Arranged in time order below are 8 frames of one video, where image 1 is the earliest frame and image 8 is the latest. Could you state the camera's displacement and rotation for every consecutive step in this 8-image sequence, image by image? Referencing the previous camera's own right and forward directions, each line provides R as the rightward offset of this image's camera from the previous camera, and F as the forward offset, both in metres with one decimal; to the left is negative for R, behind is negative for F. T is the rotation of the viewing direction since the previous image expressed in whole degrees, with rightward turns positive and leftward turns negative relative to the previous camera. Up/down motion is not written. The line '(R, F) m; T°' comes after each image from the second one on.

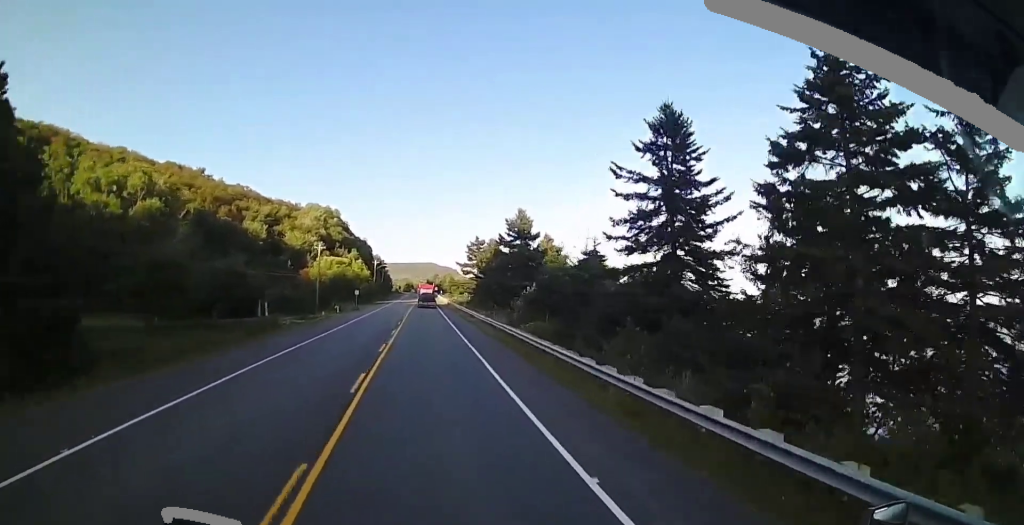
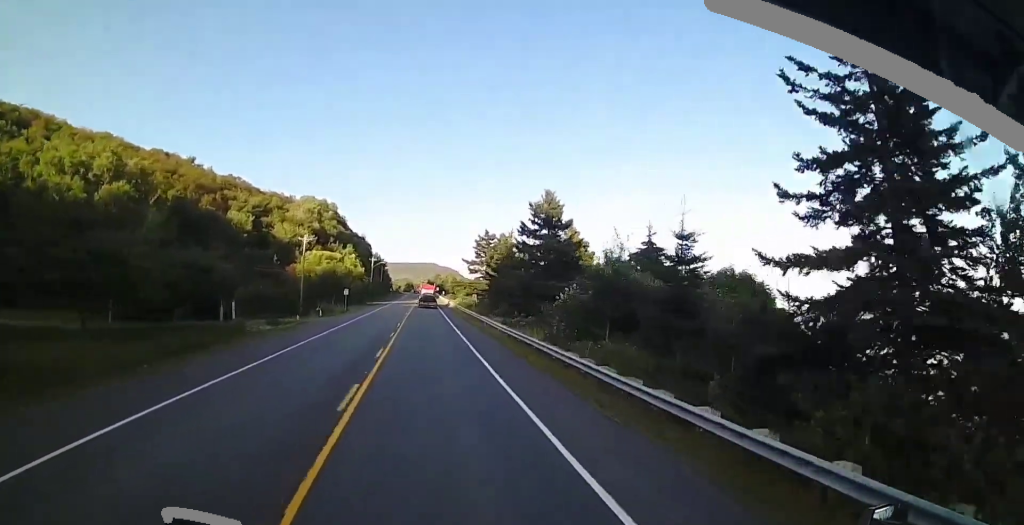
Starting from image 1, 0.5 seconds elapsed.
(0.0, +11.0) m; 0°
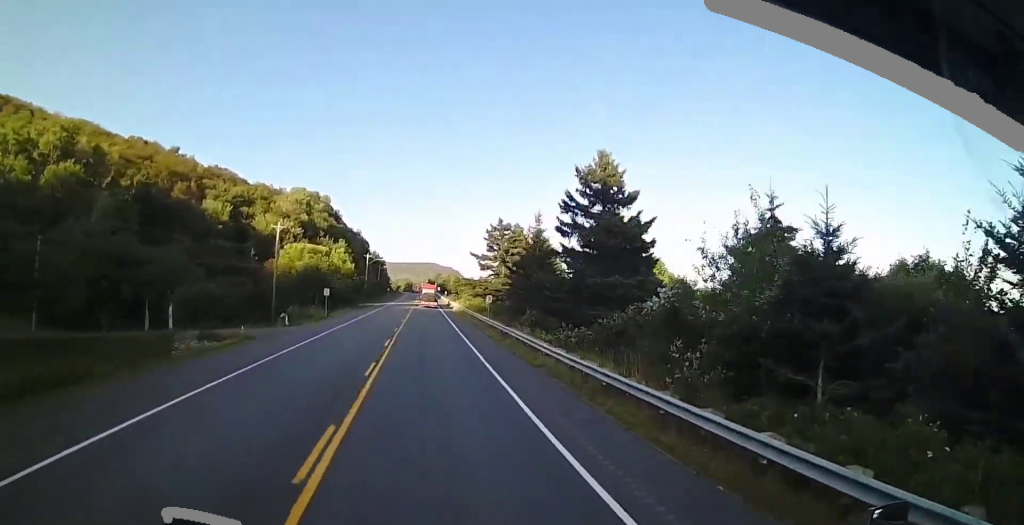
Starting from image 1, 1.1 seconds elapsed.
(0.0, +13.2) m; 0°
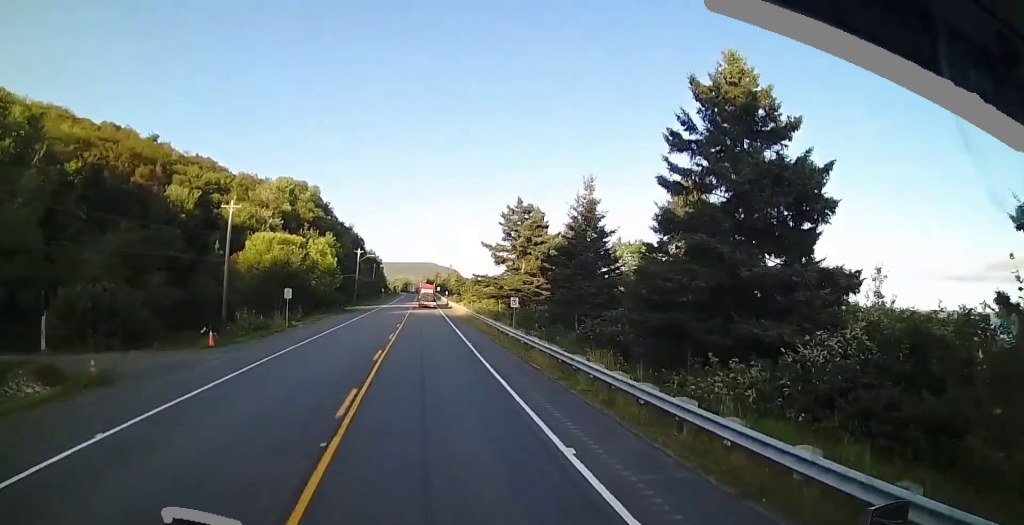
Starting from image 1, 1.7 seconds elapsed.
(-0.1, +14.0) m; 0°
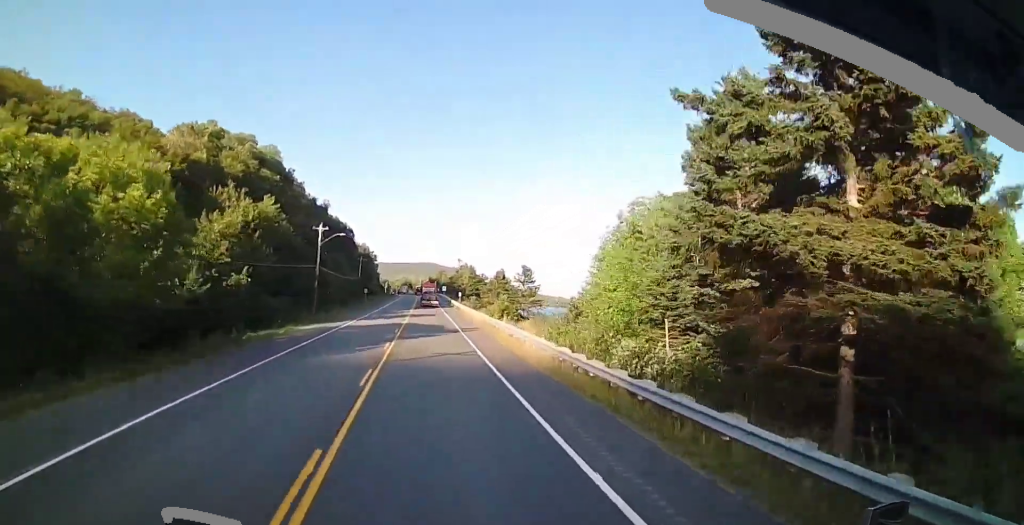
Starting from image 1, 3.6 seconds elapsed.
(0.0, +40.7) m; 0°
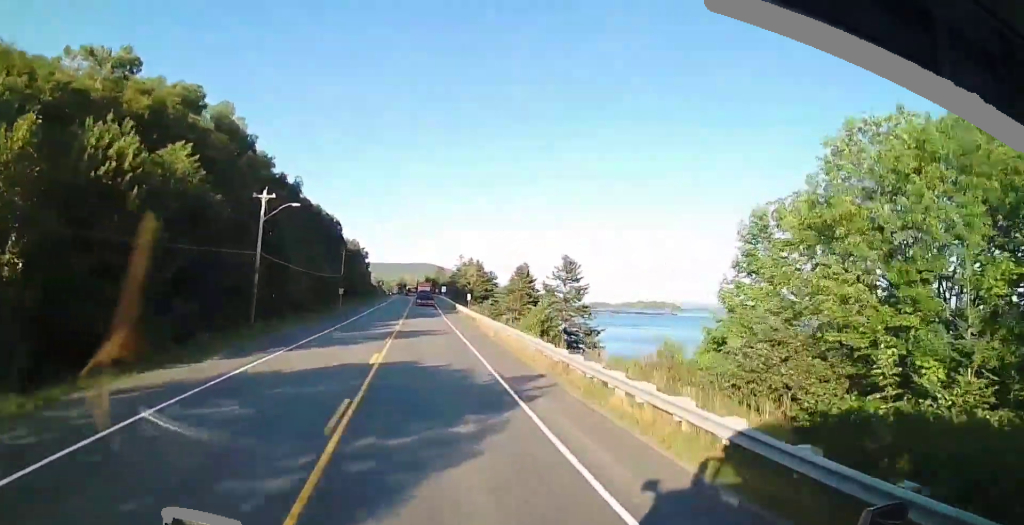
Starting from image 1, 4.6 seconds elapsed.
(0.0, +22.2) m; 0°
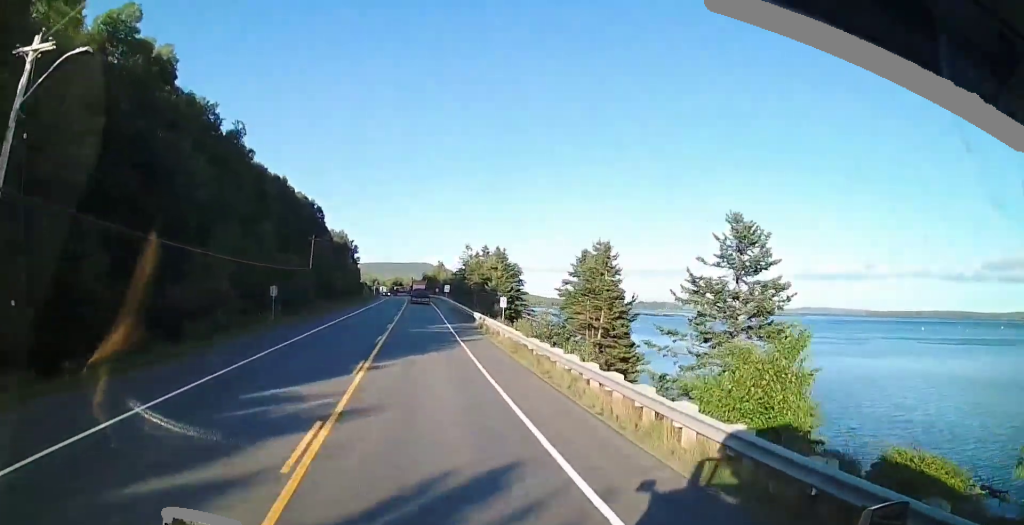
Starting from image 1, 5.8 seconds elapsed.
(0.0, +28.1) m; 0°
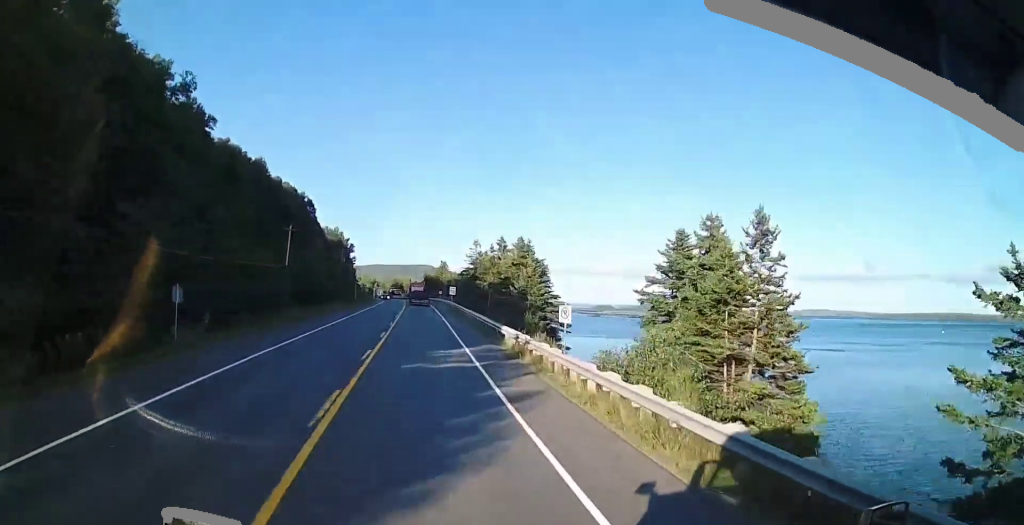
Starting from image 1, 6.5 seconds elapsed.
(-0.1, +15.0) m; 0°
